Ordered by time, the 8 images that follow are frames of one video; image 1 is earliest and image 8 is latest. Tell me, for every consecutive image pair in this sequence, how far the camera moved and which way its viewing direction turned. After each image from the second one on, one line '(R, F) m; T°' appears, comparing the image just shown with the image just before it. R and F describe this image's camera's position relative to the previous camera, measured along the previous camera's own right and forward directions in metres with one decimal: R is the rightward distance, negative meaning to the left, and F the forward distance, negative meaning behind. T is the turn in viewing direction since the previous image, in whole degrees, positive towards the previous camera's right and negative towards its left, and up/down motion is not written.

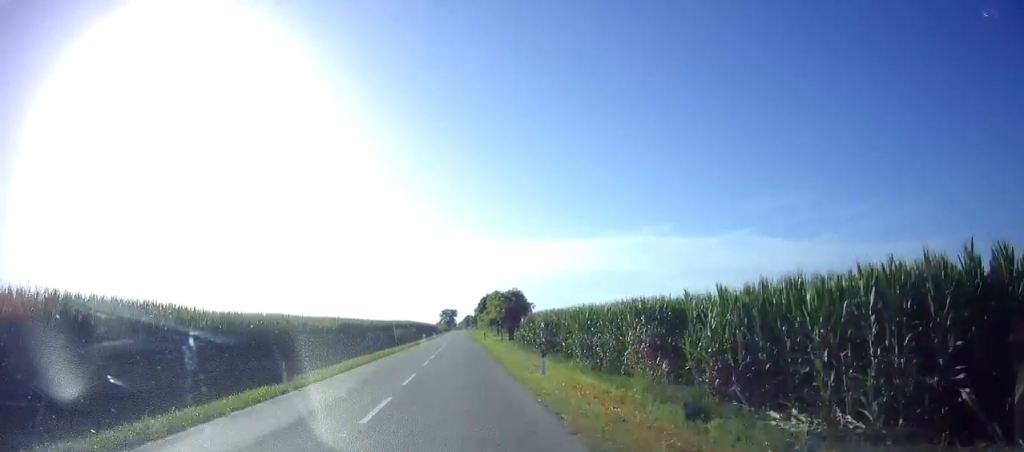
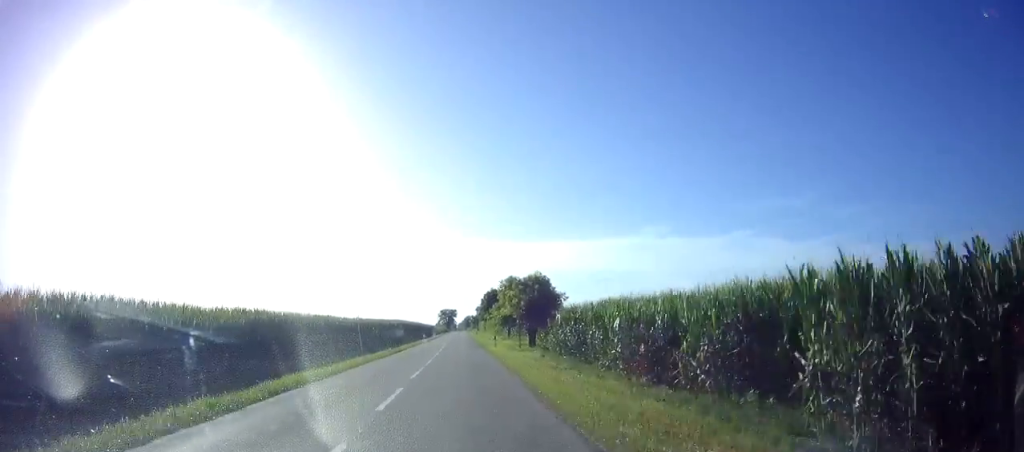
(0.0, +17.1) m; 0°
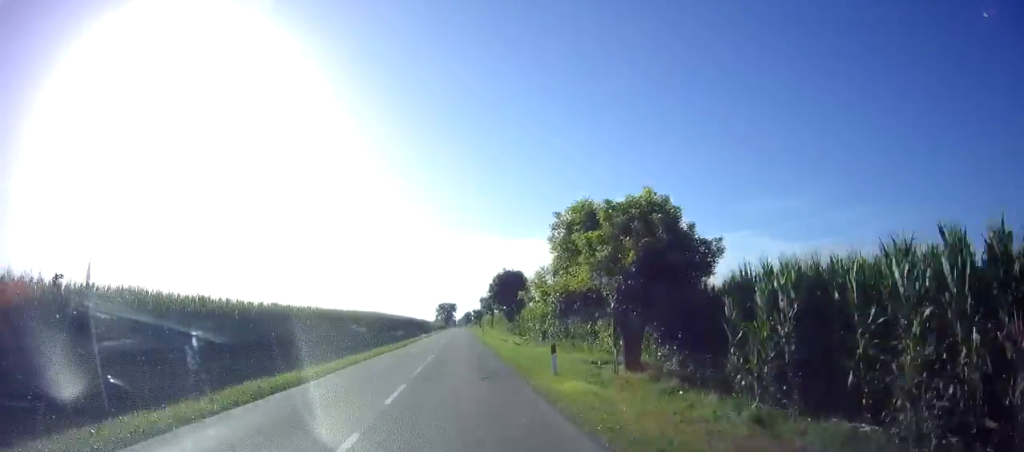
(0.0, +22.9) m; 0°
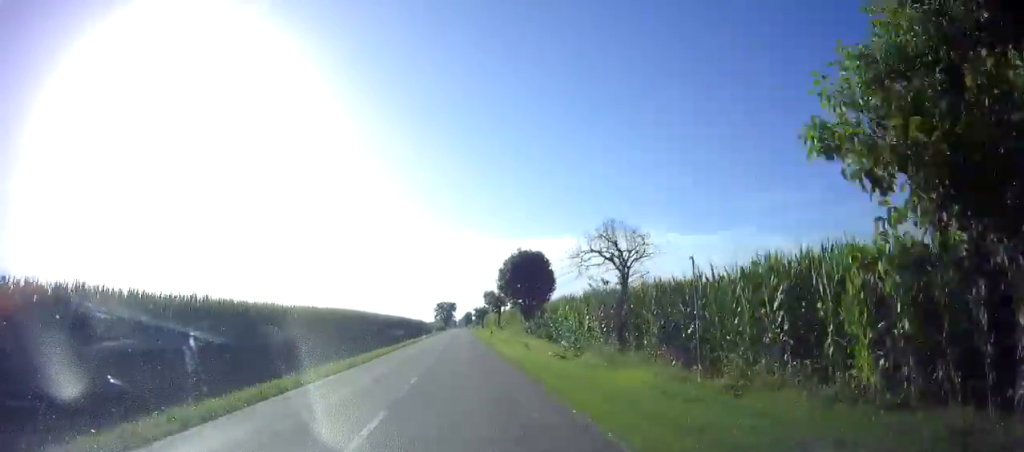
(0.0, +15.3) m; 0°
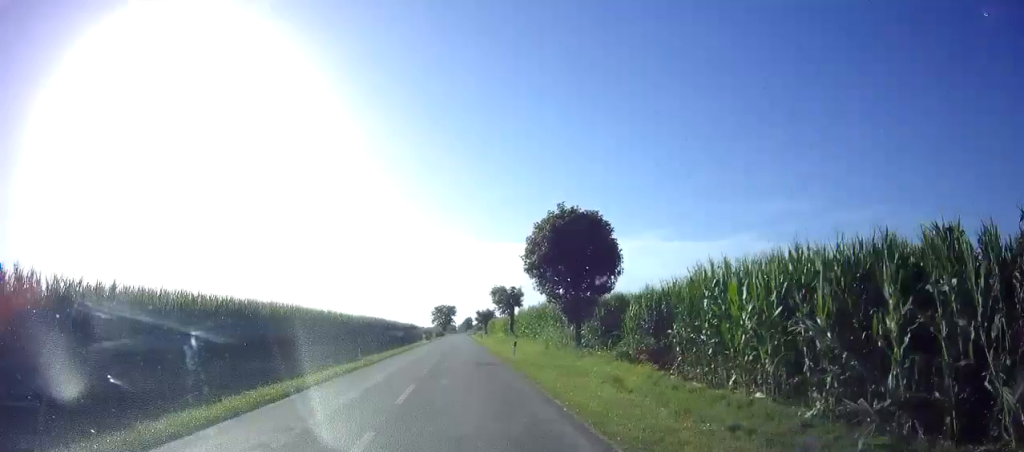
(0.0, +18.4) m; 0°
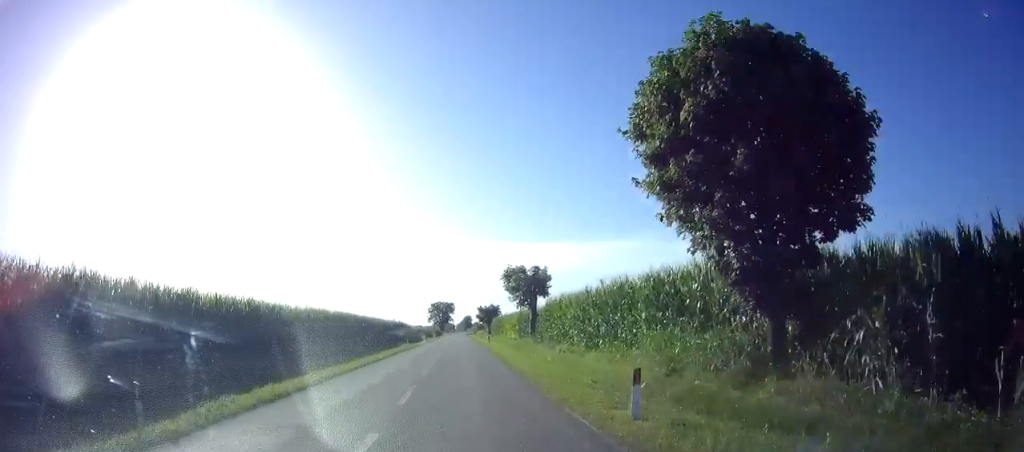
(0.0, +17.4) m; 0°
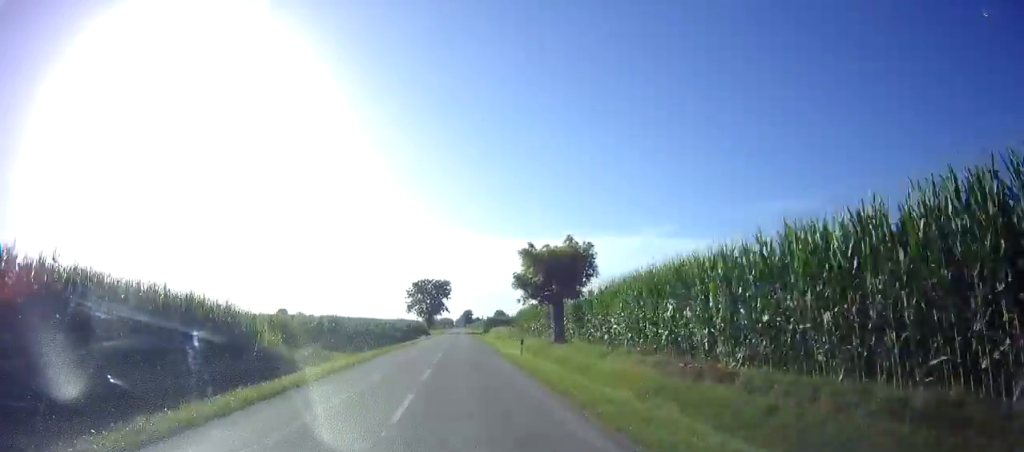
(+0.7, +71.8) m; +1°
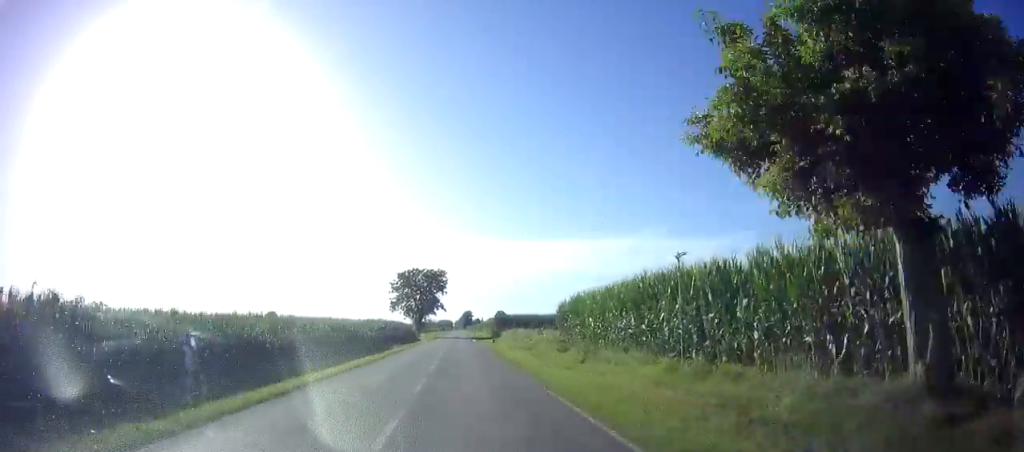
(-0.1, +25.0) m; 0°
